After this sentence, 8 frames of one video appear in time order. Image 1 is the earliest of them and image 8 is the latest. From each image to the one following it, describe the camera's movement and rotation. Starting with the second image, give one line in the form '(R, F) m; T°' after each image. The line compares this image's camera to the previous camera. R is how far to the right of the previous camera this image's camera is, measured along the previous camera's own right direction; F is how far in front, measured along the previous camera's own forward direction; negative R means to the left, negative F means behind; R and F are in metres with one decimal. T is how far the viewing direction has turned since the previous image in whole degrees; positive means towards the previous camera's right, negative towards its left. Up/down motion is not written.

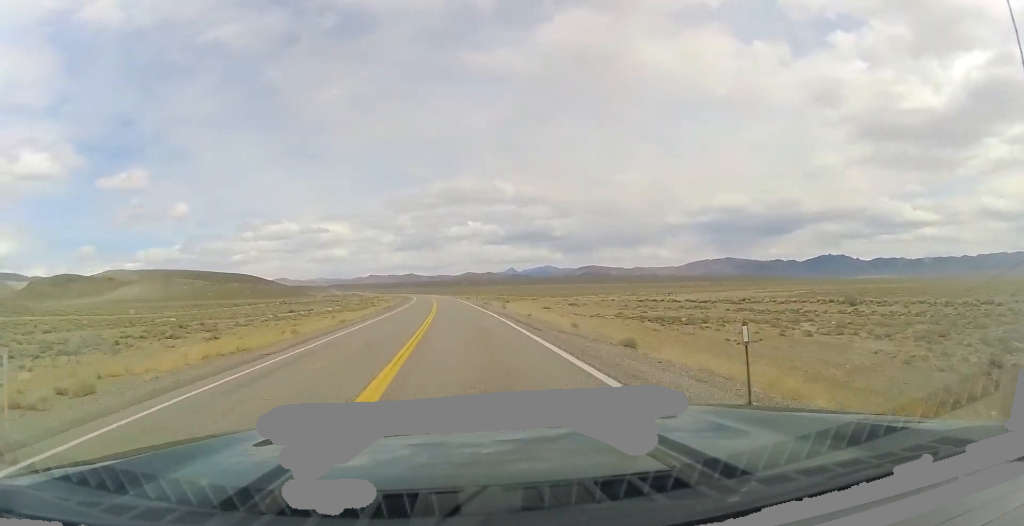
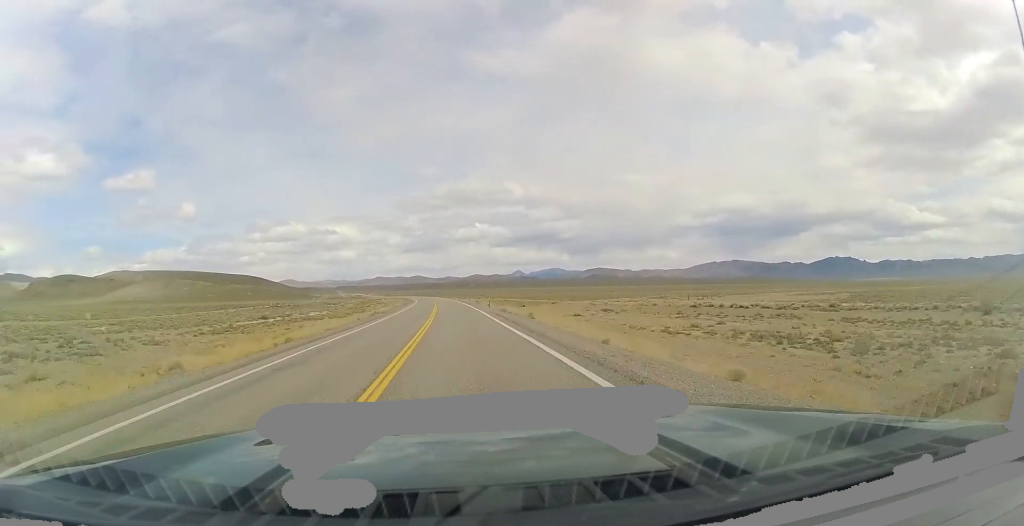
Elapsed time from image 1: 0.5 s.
(+0.1, +17.4) m; 0°
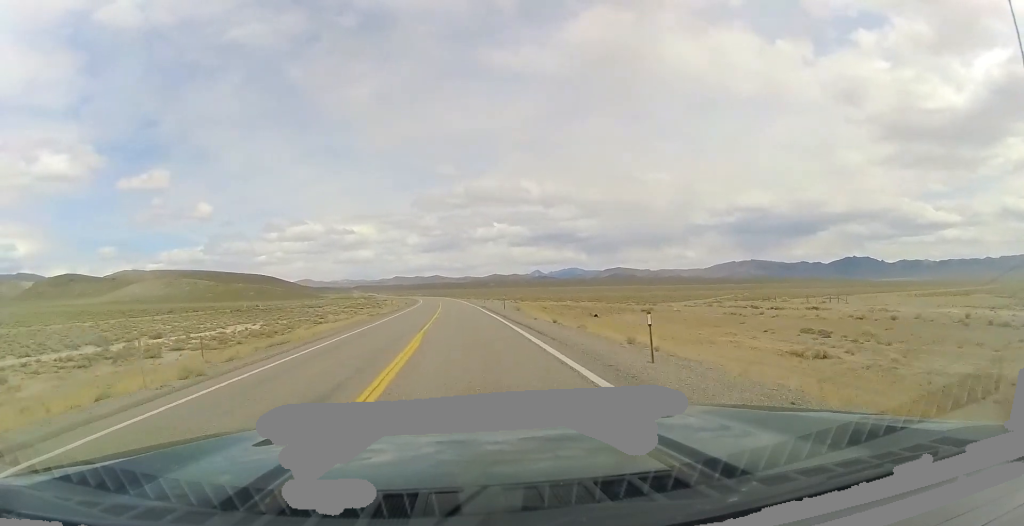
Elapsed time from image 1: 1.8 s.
(-0.9, +43.7) m; -2°
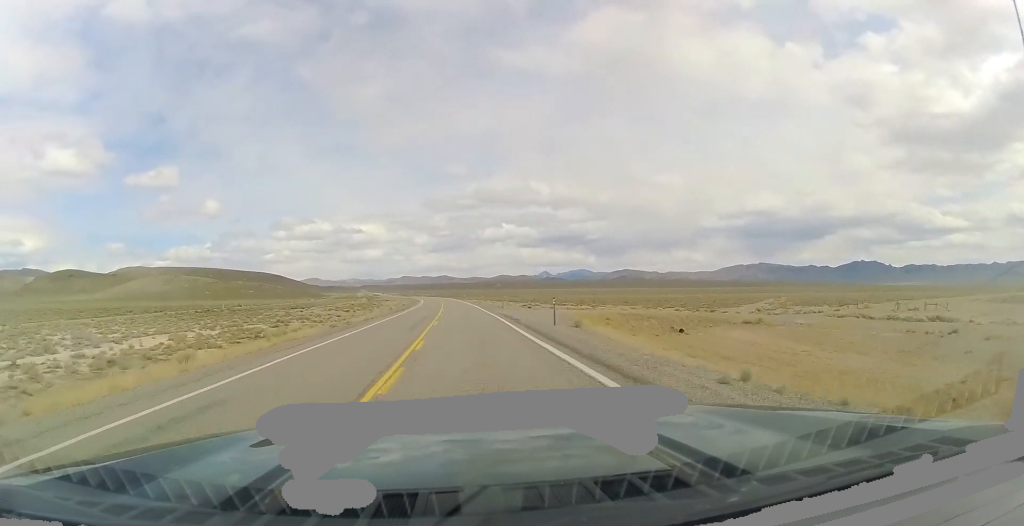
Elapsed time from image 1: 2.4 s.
(-0.3, +21.8) m; -1°
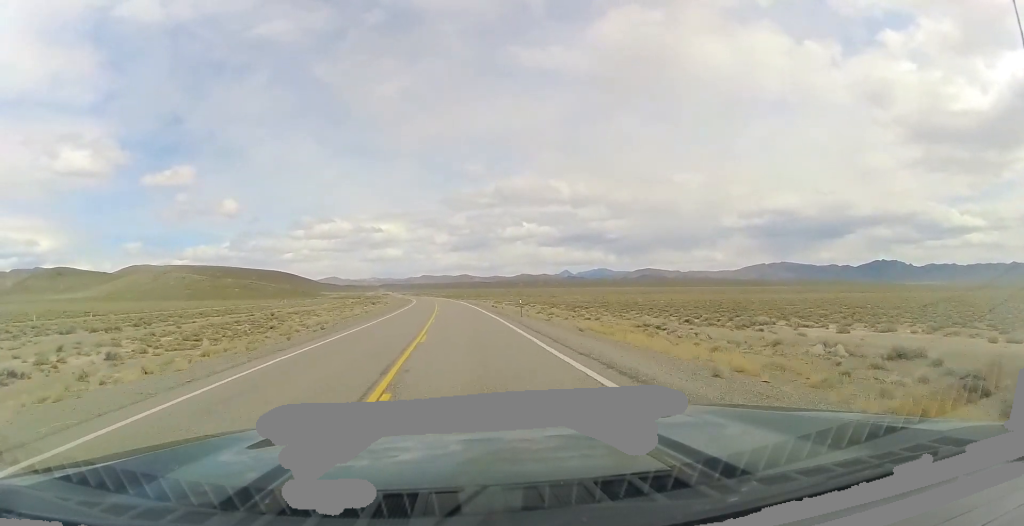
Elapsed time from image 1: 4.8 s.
(-2.0, +84.3) m; -3°
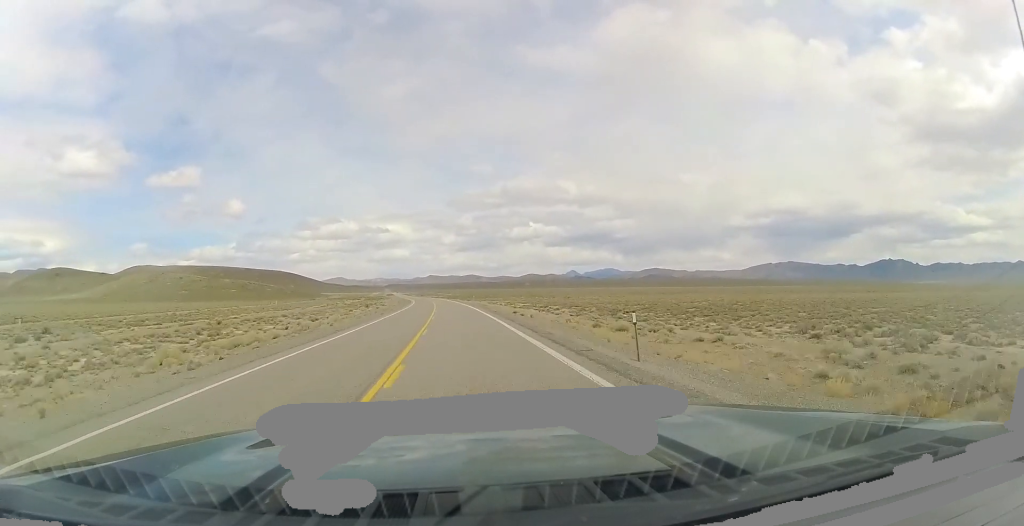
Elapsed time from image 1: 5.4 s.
(-0.1, +21.0) m; 0°
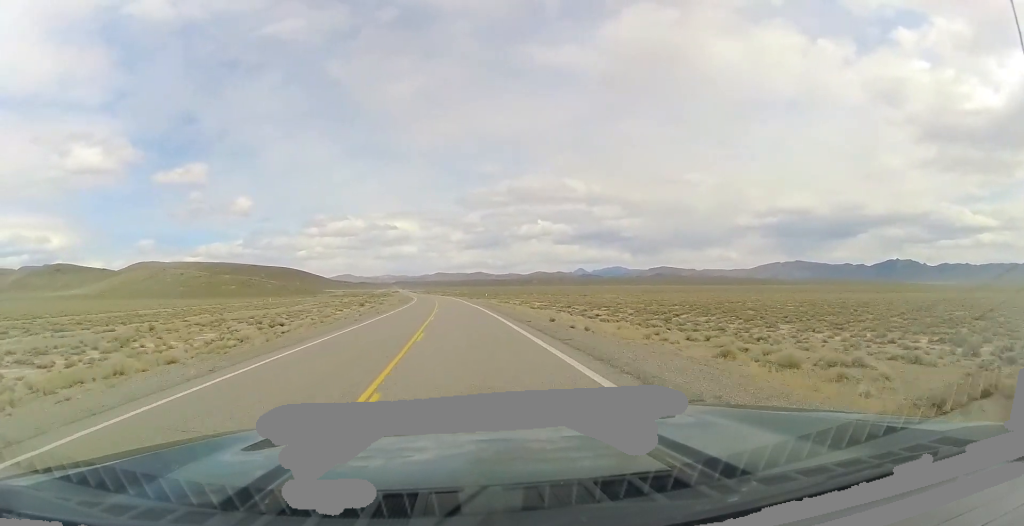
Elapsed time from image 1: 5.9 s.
(0.0, +16.3) m; 0°
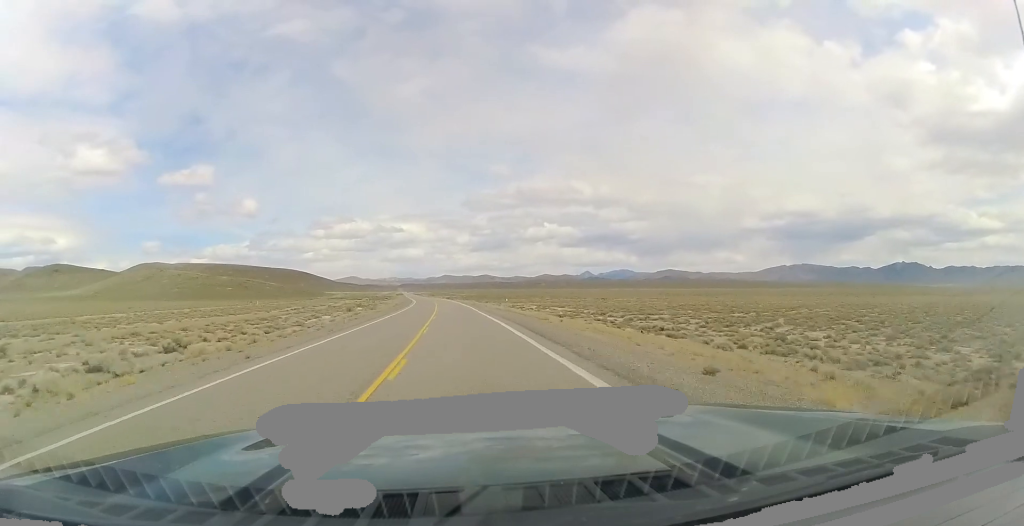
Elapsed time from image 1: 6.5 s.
(+0.1, +19.8) m; -1°
